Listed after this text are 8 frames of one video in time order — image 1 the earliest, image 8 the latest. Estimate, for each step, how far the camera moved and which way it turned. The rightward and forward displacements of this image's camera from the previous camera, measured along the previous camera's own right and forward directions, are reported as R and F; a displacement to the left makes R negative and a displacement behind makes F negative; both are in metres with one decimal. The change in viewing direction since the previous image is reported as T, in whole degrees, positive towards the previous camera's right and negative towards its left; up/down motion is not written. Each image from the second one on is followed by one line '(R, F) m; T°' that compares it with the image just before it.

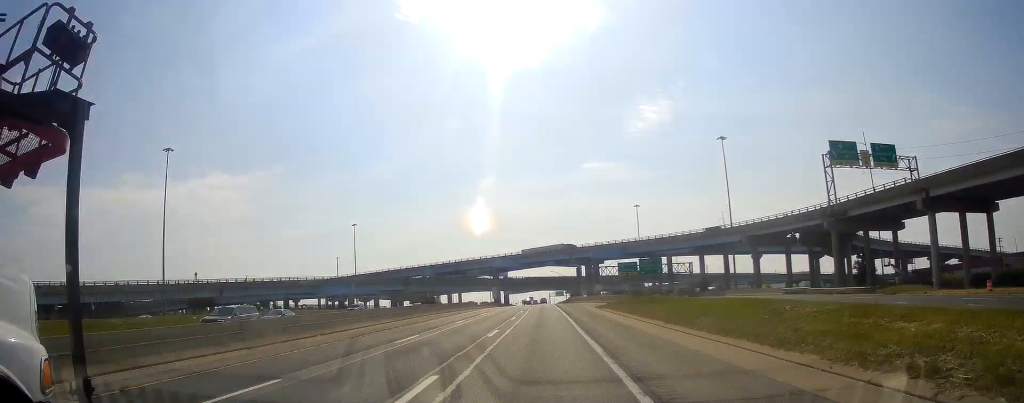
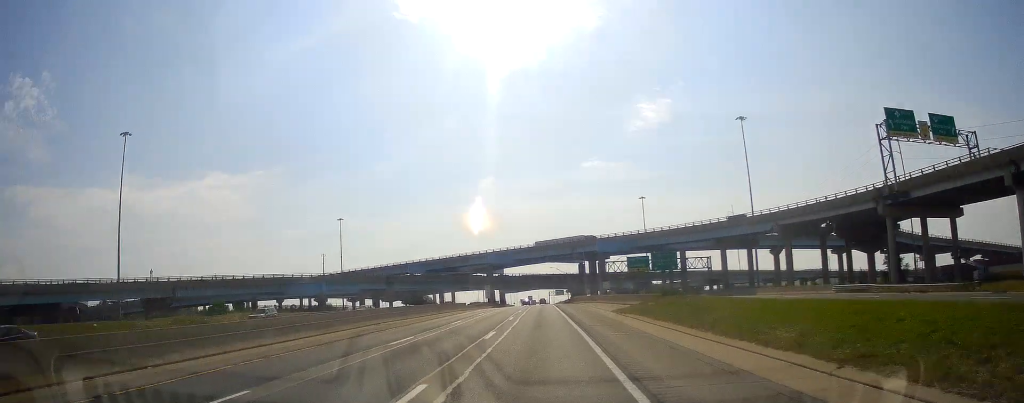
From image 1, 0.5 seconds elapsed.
(0.0, +16.3) m; 0°
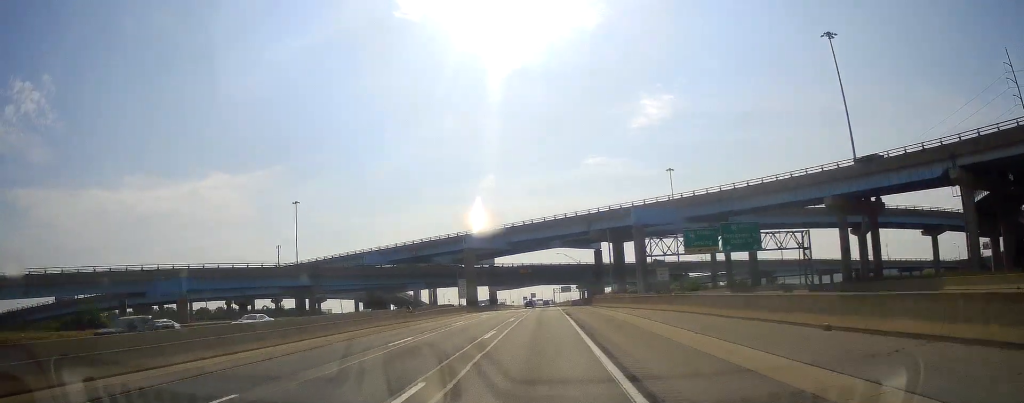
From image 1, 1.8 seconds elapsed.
(0.0, +46.5) m; 0°
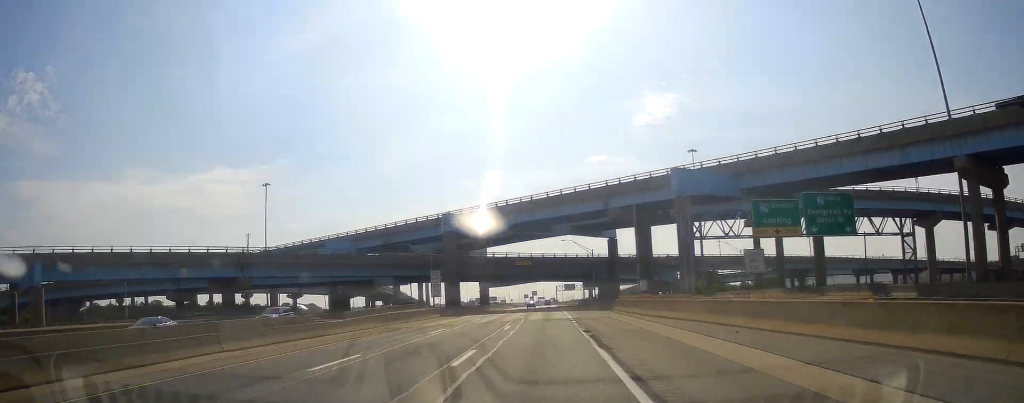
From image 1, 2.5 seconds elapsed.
(0.0, +24.1) m; -1°
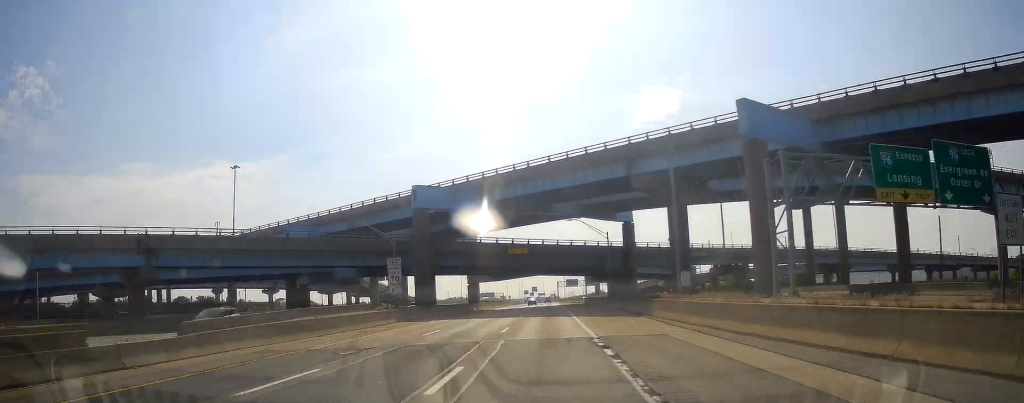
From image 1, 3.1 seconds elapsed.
(-0.1, +19.3) m; -1°
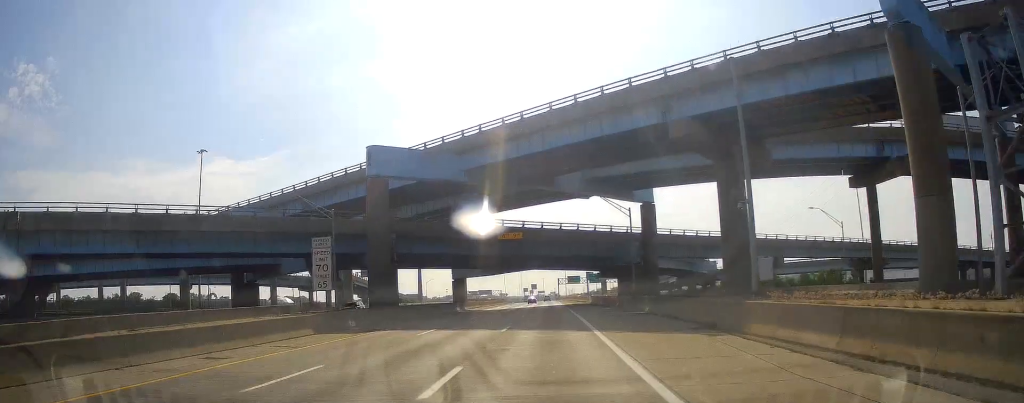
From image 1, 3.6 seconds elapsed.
(-0.2, +16.8) m; 0°
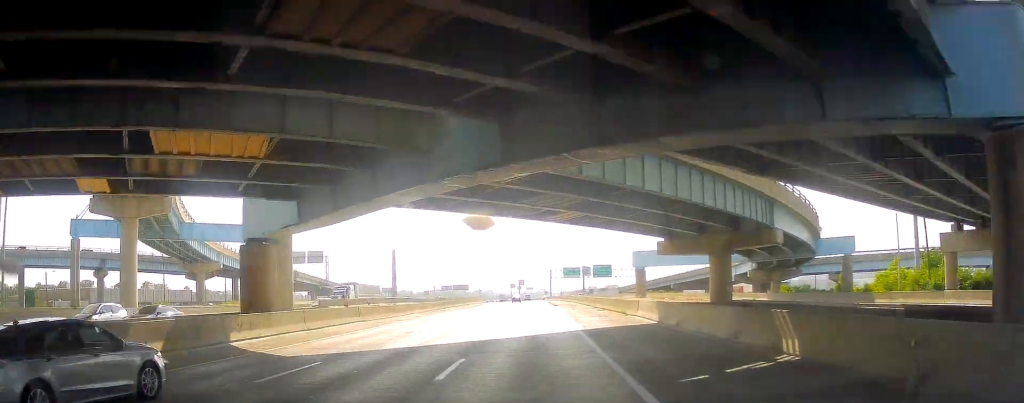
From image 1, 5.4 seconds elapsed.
(+0.4, +59.8) m; +1°
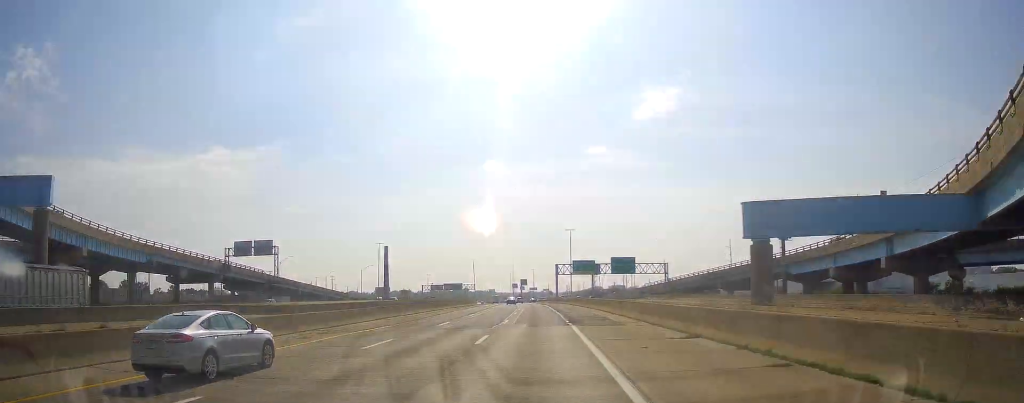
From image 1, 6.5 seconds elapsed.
(-0.1, +37.1) m; -1°
